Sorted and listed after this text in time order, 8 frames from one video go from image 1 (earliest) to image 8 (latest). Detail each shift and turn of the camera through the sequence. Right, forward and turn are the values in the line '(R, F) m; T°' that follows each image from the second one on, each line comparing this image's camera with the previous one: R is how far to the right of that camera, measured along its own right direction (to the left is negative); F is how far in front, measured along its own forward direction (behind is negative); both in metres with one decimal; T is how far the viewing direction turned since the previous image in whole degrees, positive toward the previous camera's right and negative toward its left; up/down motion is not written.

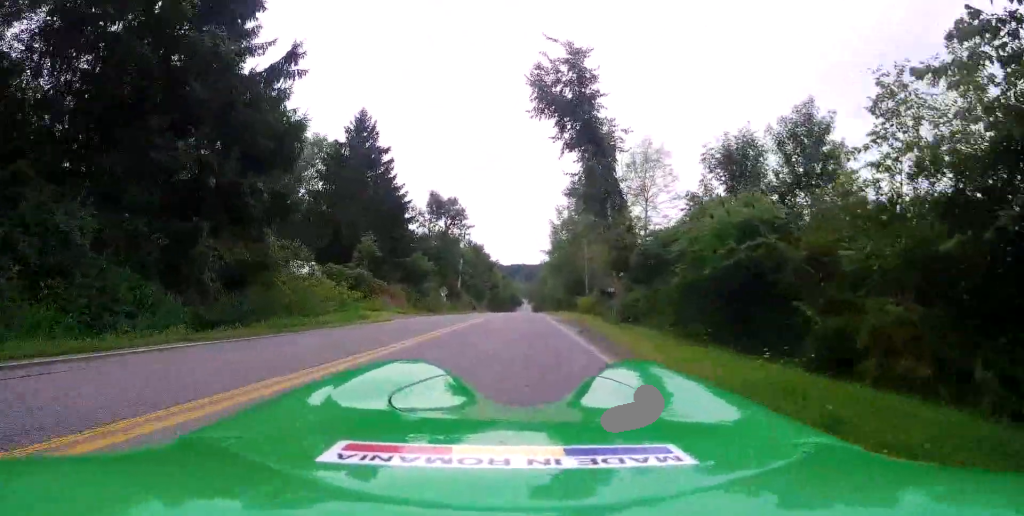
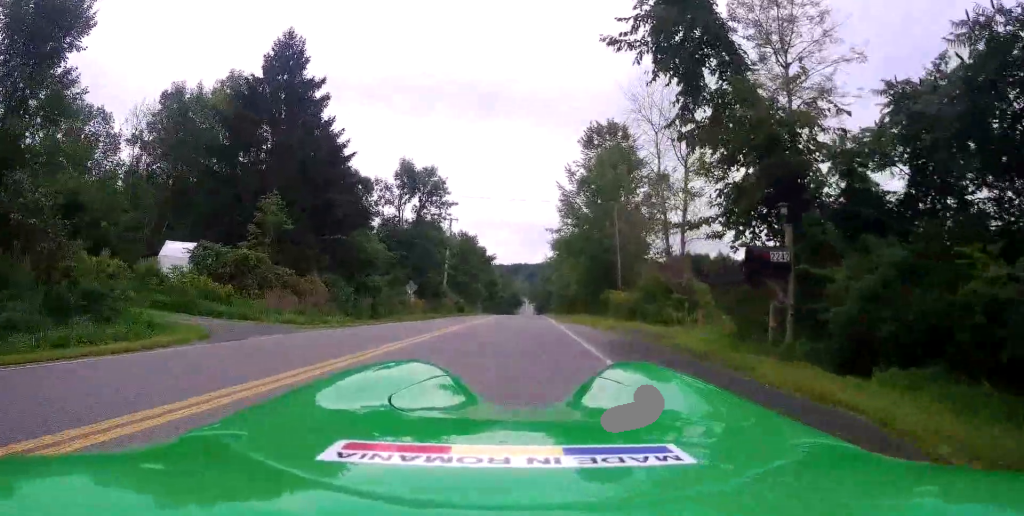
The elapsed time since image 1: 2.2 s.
(+0.7, +17.2) m; +3°
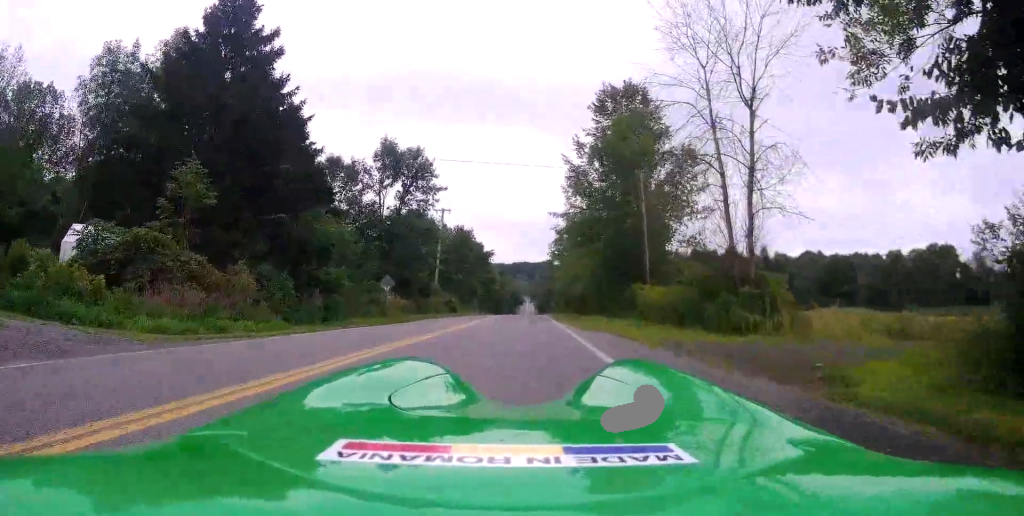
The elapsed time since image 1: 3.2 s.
(-0.1, +7.4) m; 0°
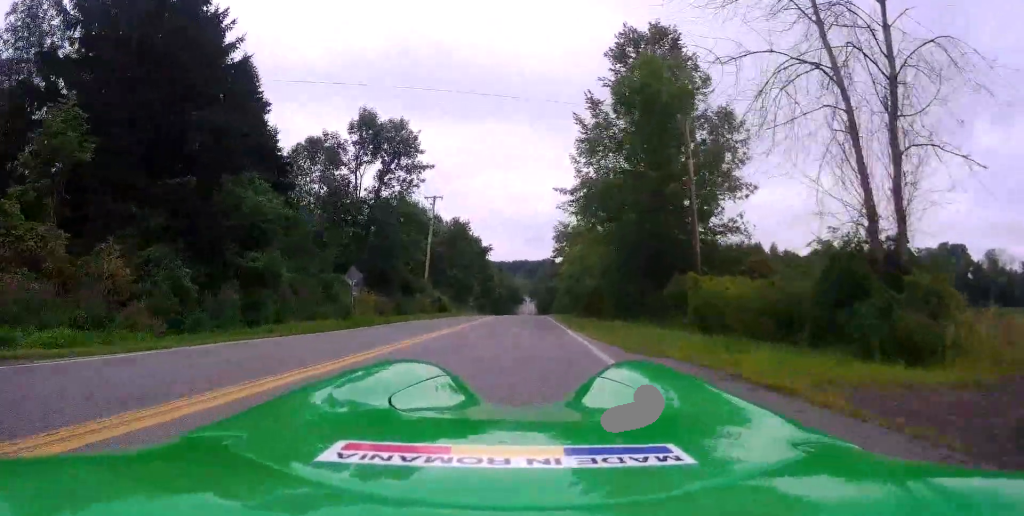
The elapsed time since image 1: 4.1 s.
(+0.1, +6.9) m; -1°
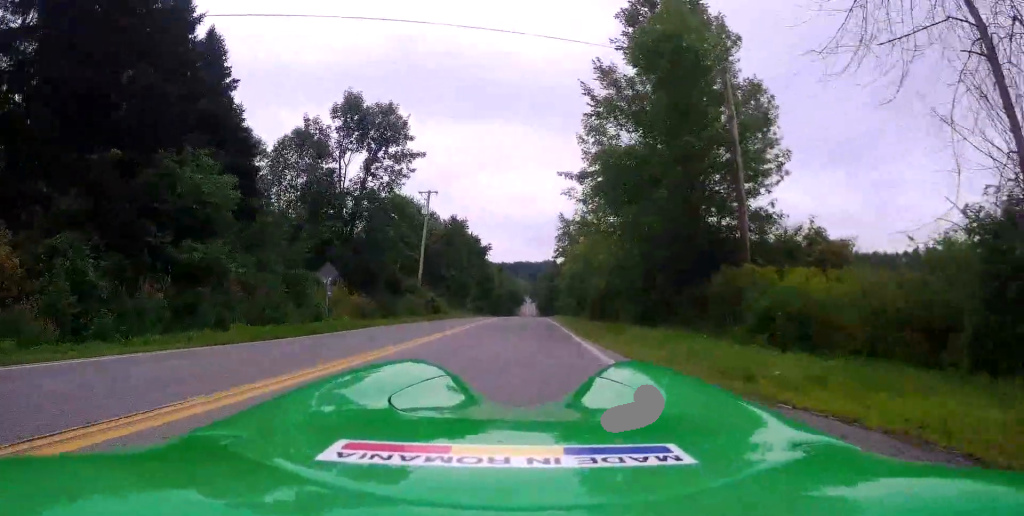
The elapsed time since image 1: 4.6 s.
(-0.1, +3.4) m; -1°
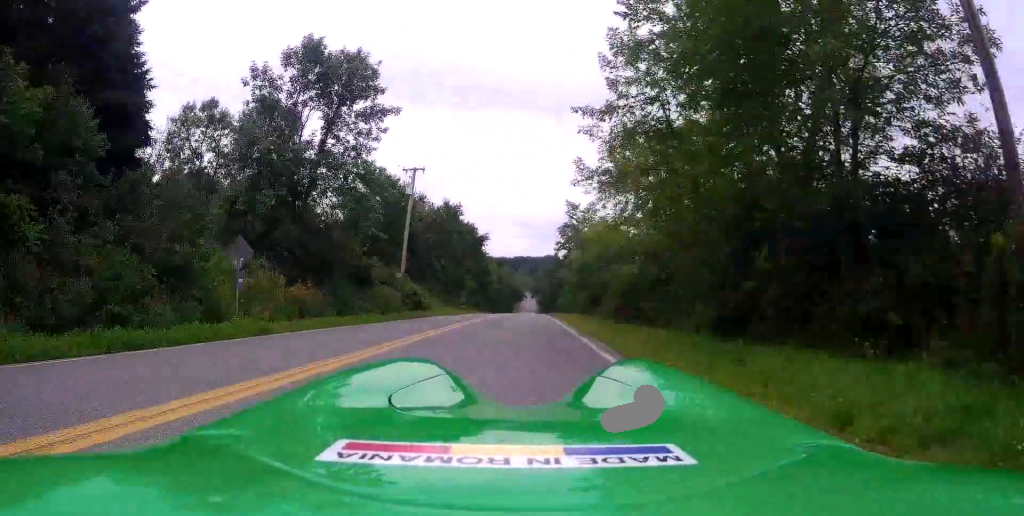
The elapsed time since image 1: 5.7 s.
(-0.1, +7.0) m; -1°
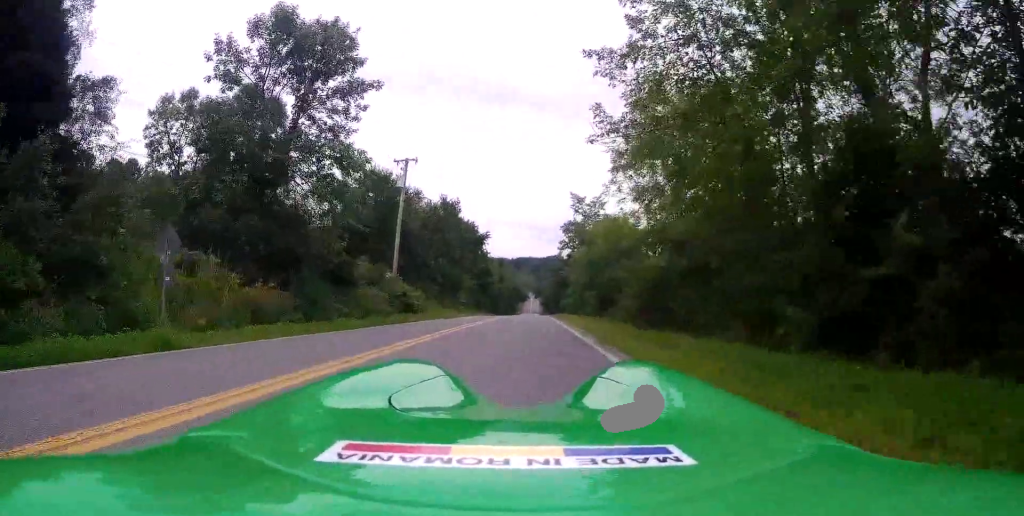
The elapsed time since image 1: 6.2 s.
(0.0, +3.8) m; 0°
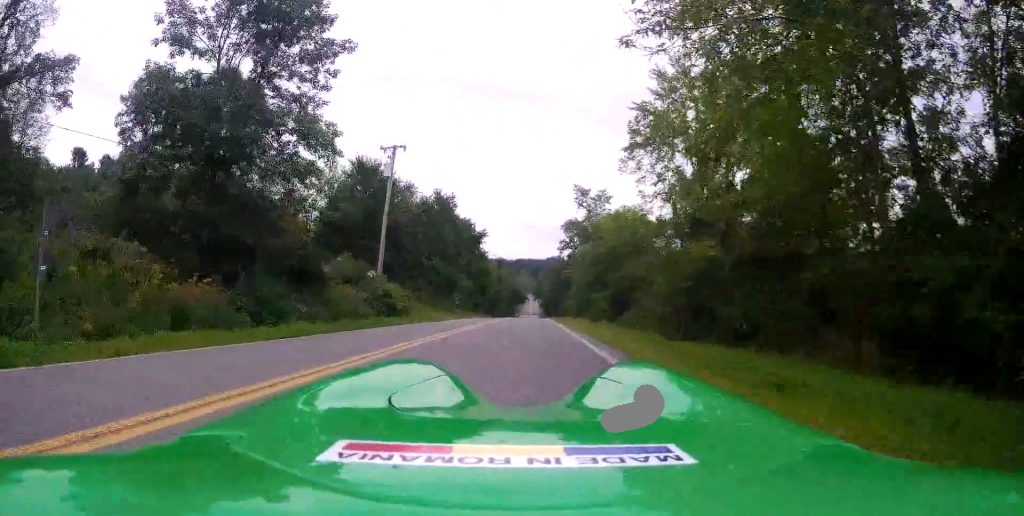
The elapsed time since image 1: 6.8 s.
(0.0, +3.9) m; 0°
